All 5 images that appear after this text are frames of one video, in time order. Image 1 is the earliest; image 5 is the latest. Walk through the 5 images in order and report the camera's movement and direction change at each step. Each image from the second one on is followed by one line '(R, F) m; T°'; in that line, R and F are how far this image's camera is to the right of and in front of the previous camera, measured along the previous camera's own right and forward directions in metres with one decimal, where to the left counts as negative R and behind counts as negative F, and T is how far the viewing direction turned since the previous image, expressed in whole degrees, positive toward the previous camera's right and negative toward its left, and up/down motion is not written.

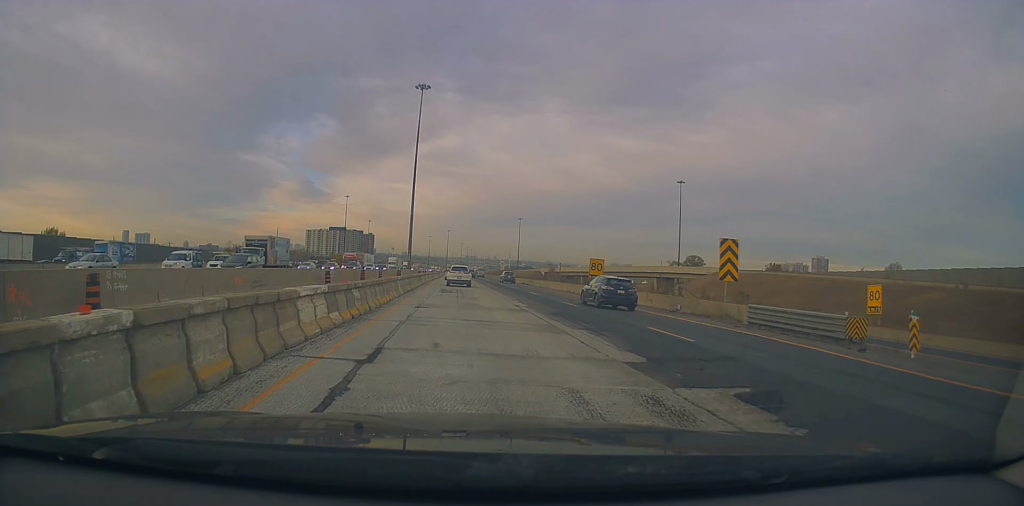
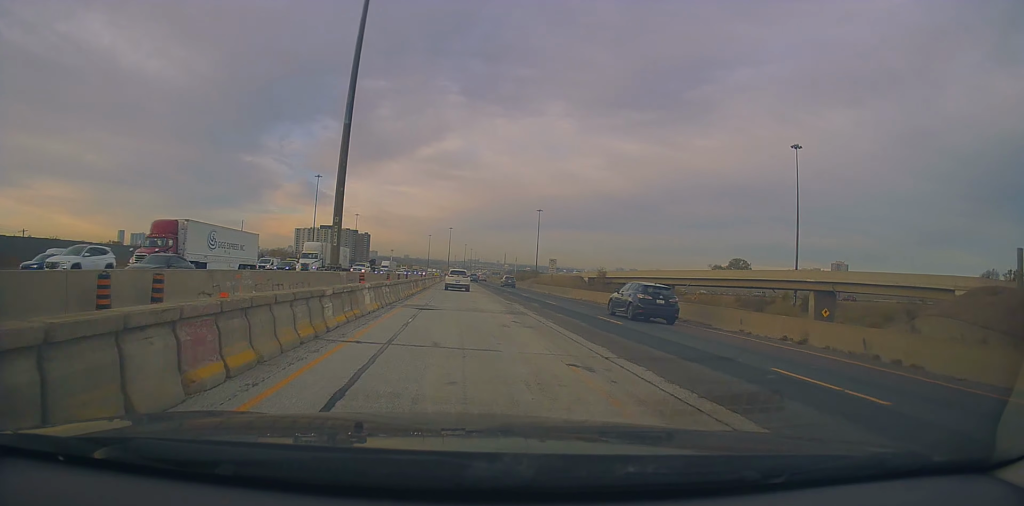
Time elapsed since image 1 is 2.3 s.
(-0.1, +66.9) m; 0°
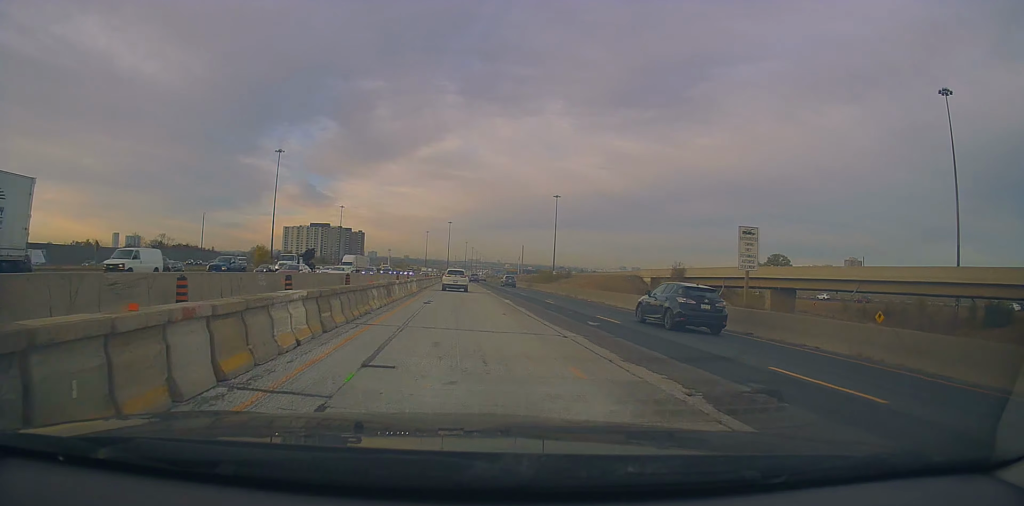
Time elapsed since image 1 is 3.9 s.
(-0.7, +46.6) m; -1°
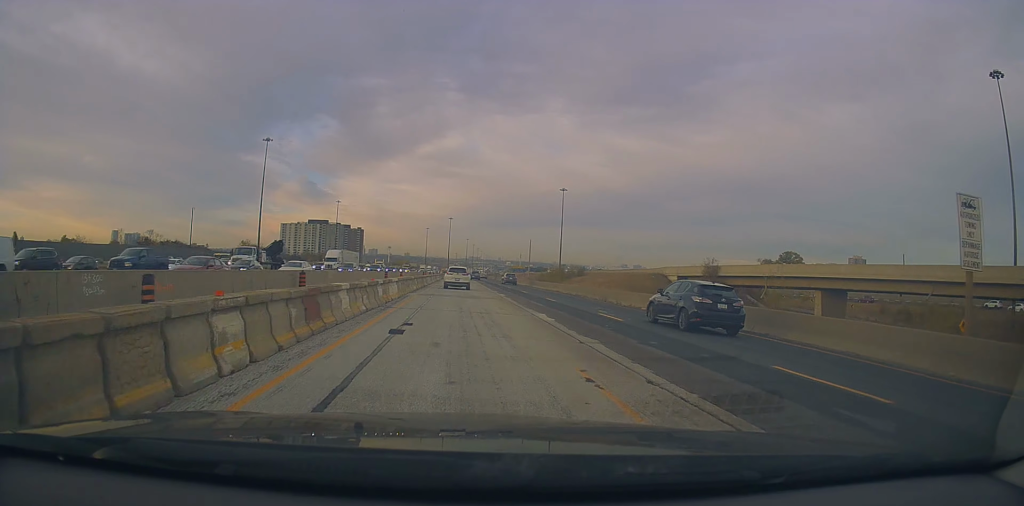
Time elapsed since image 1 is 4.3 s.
(+0.2, +12.3) m; 0°
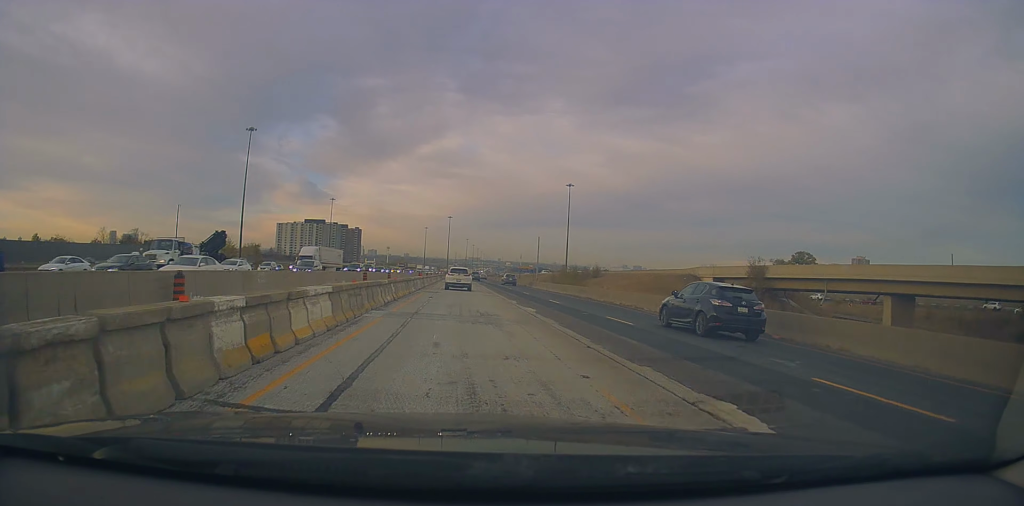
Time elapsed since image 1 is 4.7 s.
(+0.1, +12.7) m; 0°
